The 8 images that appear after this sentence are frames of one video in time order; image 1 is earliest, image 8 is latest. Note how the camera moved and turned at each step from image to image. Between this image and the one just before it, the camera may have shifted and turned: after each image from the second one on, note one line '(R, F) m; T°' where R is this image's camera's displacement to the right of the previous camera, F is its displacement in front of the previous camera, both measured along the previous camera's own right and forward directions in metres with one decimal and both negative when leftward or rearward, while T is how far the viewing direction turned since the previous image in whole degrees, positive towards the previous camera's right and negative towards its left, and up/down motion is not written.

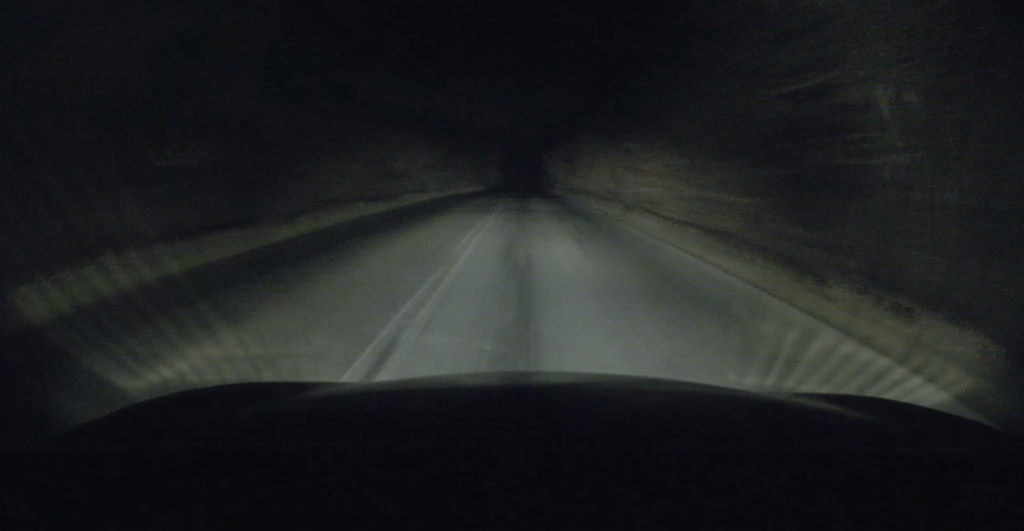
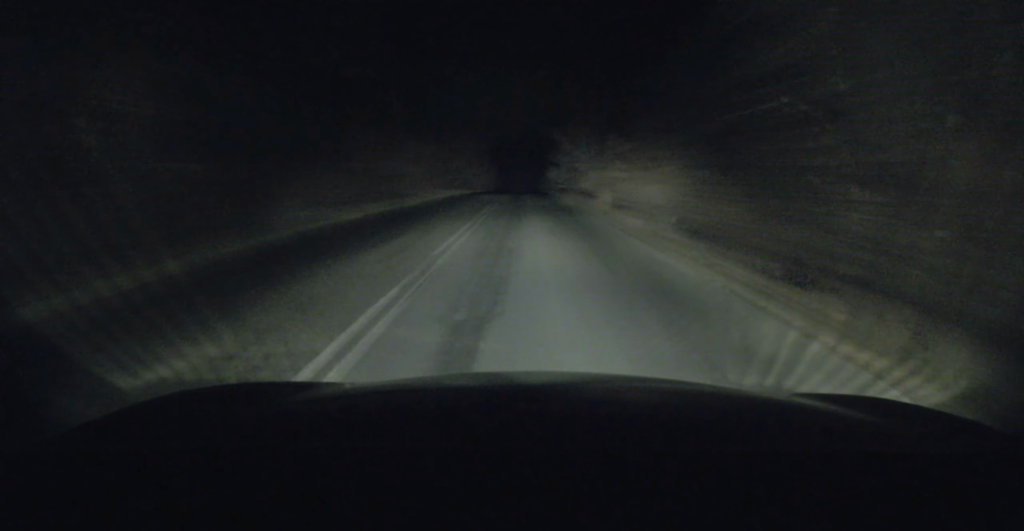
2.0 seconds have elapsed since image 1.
(+0.9, +35.9) m; +1°
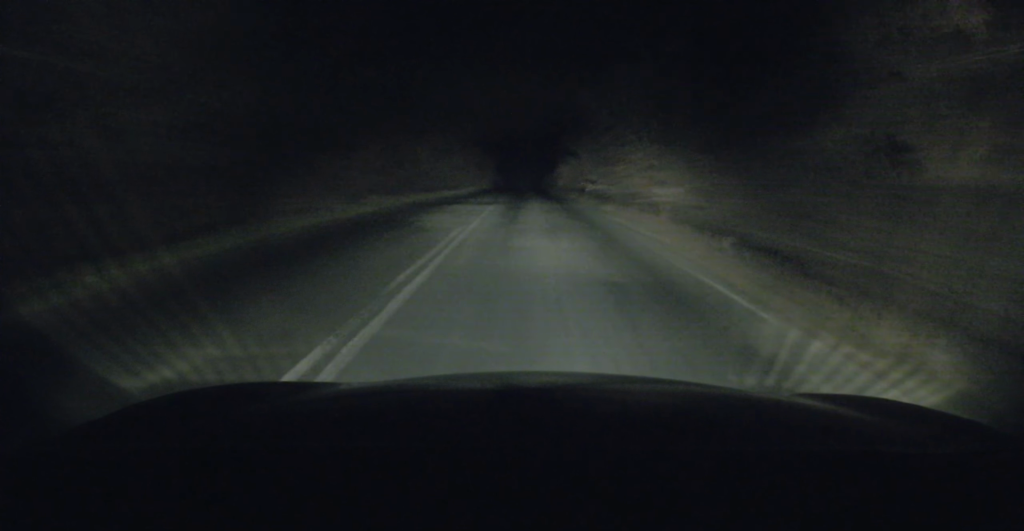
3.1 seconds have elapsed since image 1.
(+0.1, +20.4) m; +1°
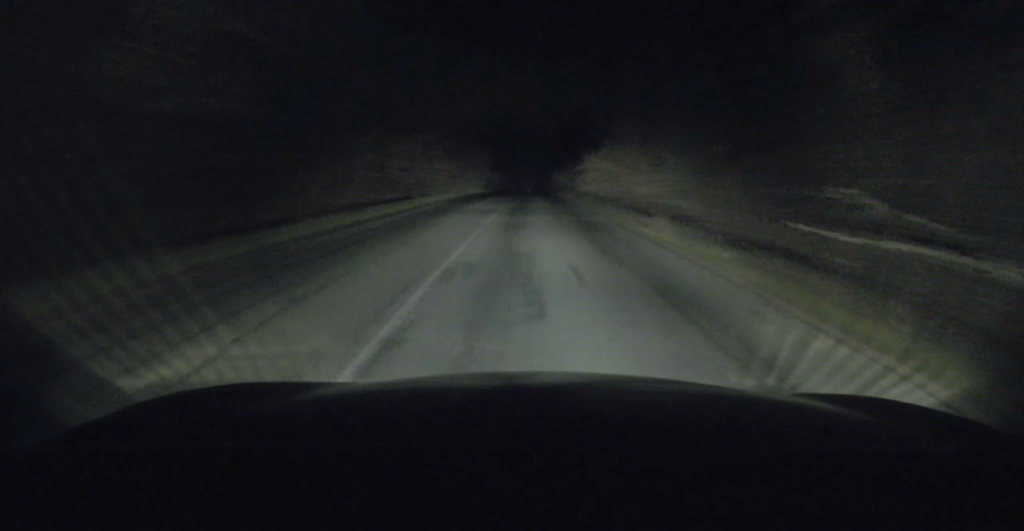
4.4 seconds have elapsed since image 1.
(+0.2, +23.2) m; -1°
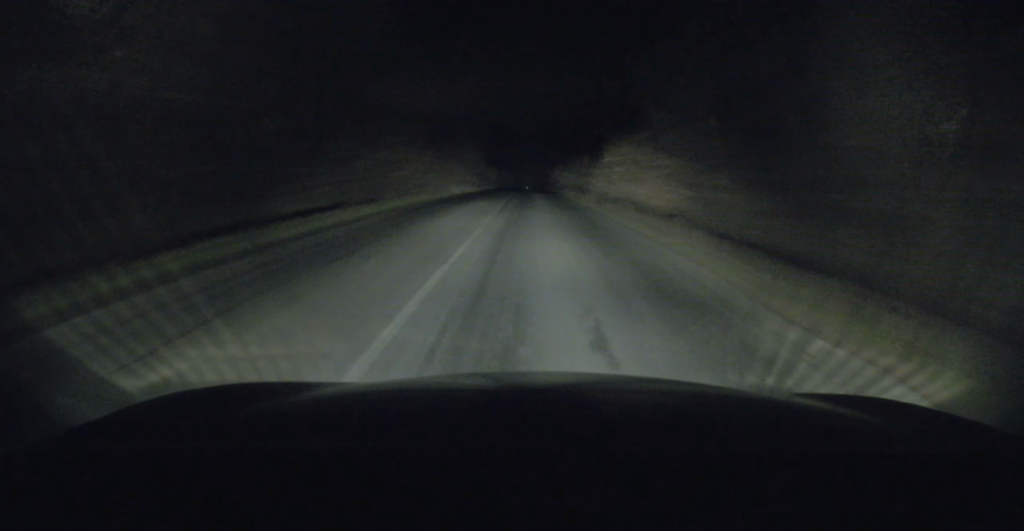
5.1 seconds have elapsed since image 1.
(-0.2, +11.3) m; -1°
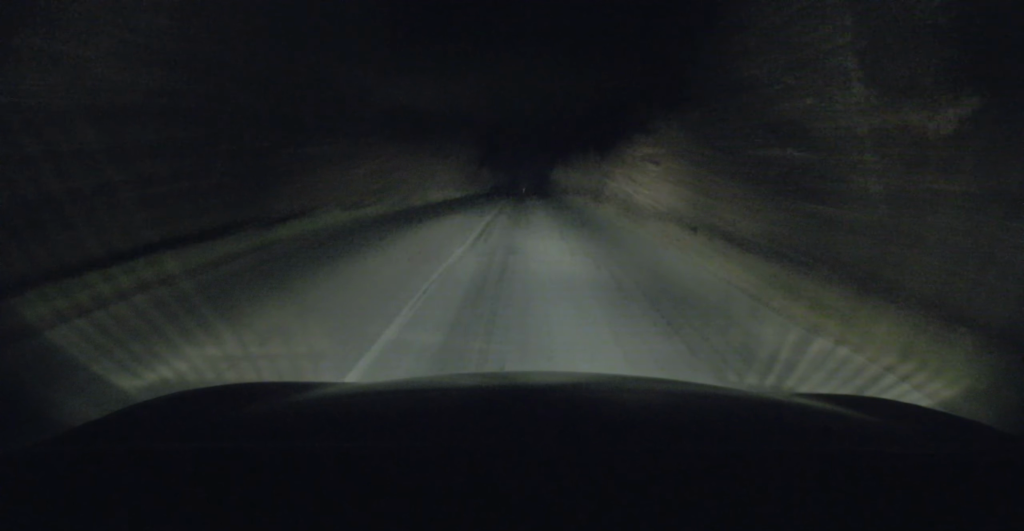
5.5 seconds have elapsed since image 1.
(0.0, +7.6) m; 0°
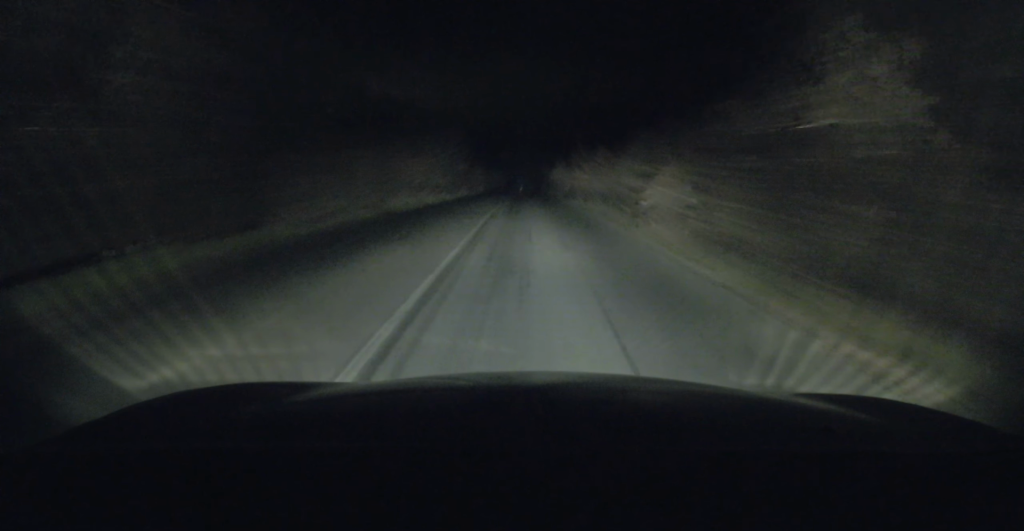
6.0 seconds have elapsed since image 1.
(0.0, +8.8) m; 0°
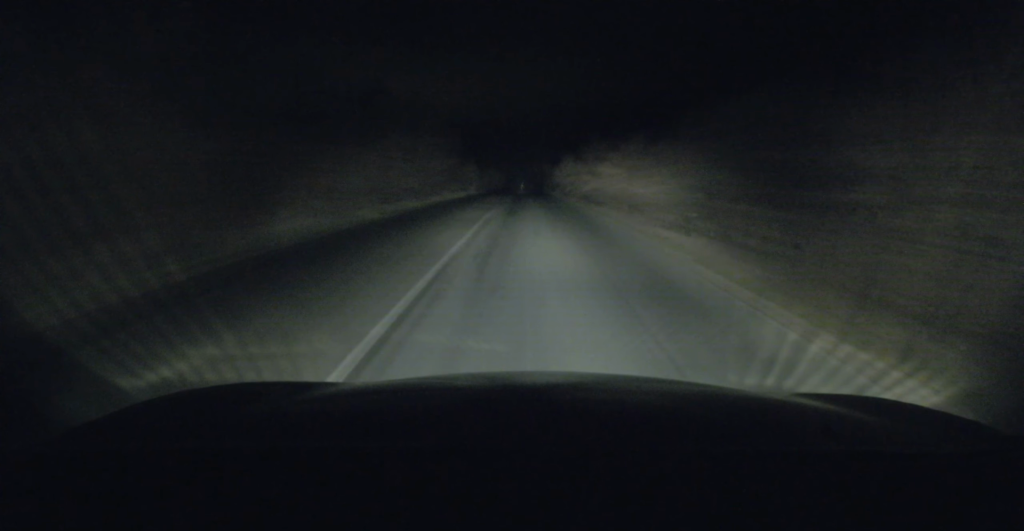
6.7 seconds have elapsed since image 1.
(0.0, +12.9) m; 0°
